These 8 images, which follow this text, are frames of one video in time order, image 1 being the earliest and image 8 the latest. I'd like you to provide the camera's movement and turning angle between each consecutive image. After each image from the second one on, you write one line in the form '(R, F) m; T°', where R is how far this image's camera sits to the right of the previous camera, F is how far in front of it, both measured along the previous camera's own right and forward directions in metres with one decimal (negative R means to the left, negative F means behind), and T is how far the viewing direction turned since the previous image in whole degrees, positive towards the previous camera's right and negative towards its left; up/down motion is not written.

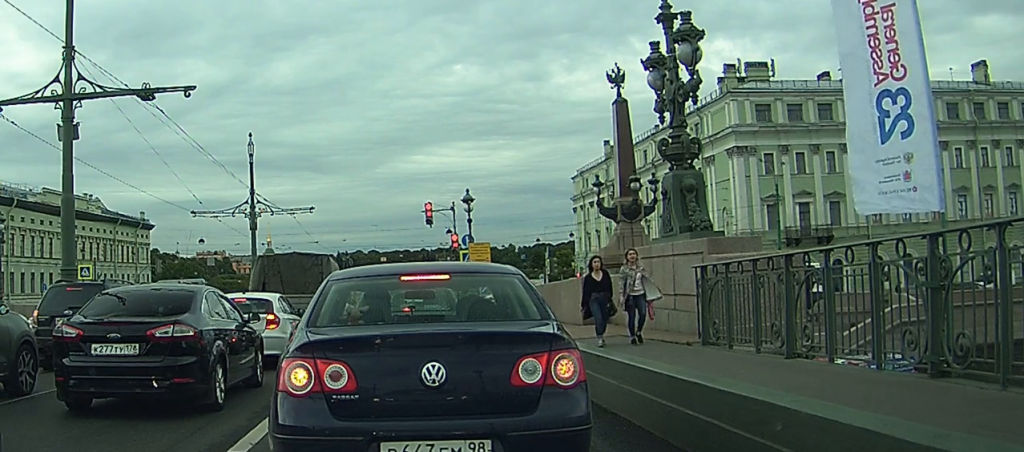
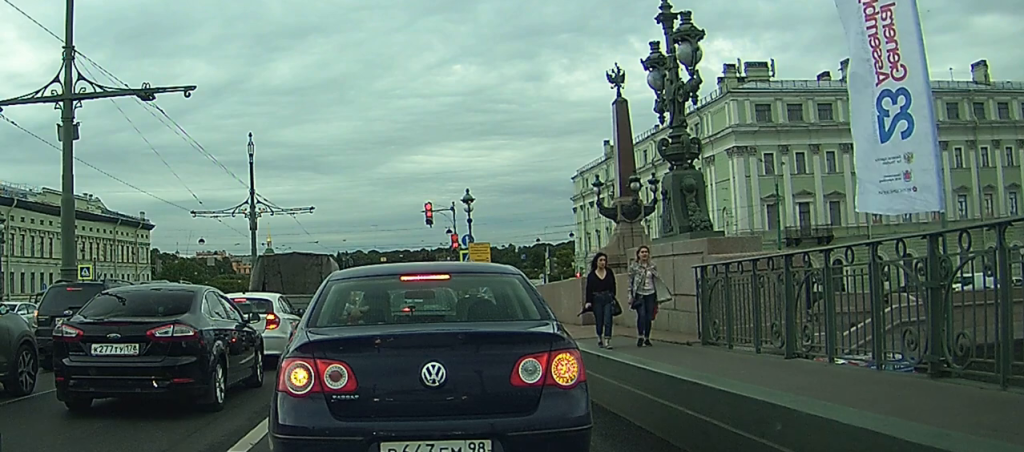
(0.0, 0.0) m; 0°
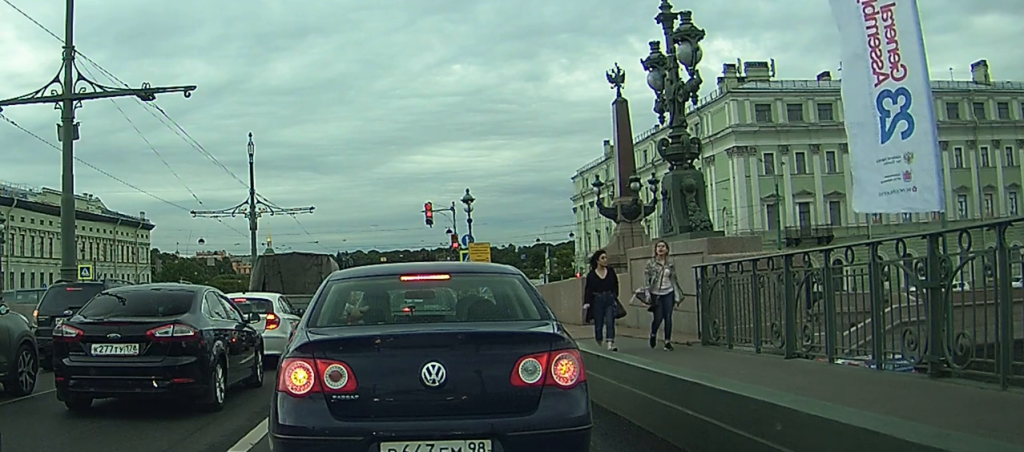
(0.0, 0.0) m; 0°
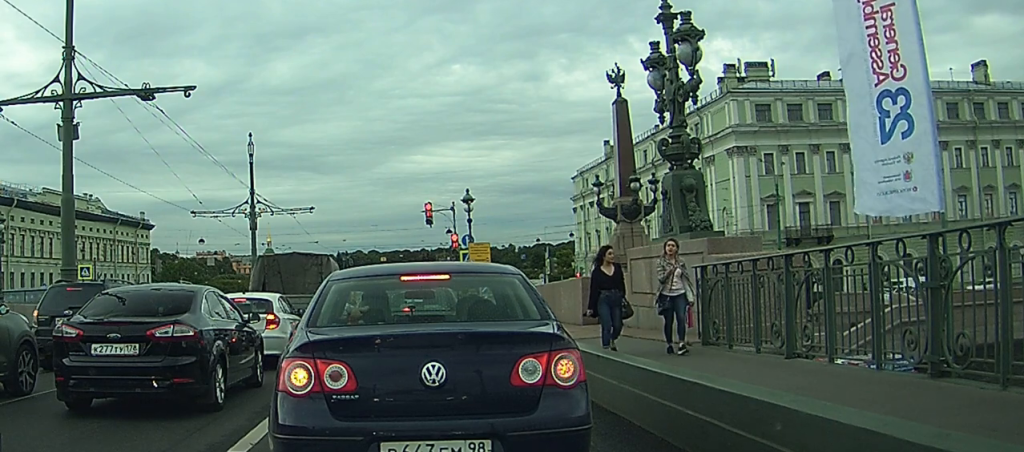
(0.0, 0.0) m; 0°
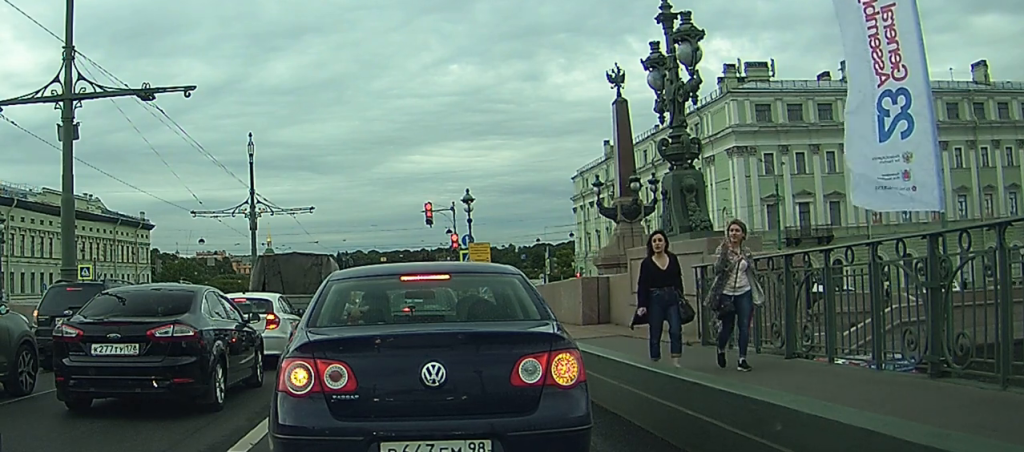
(-0.1, +0.1) m; 0°
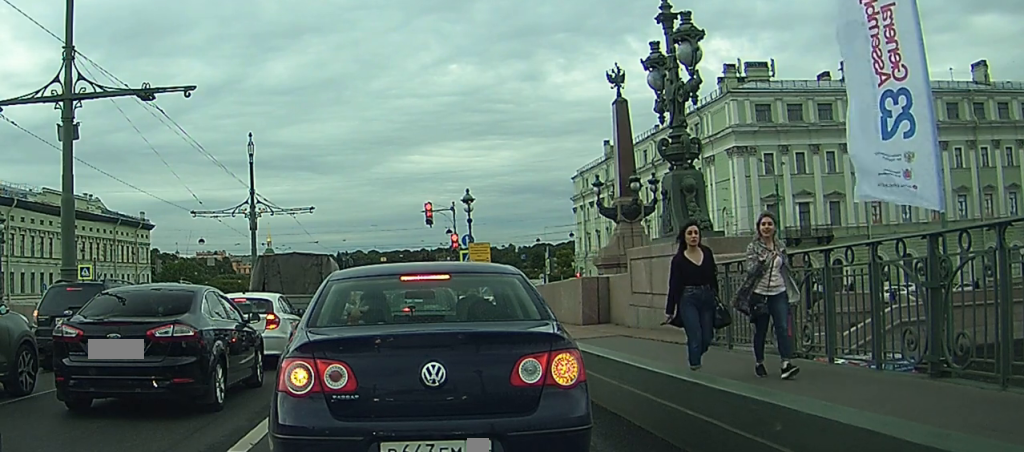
(-0.1, +0.2) m; 0°
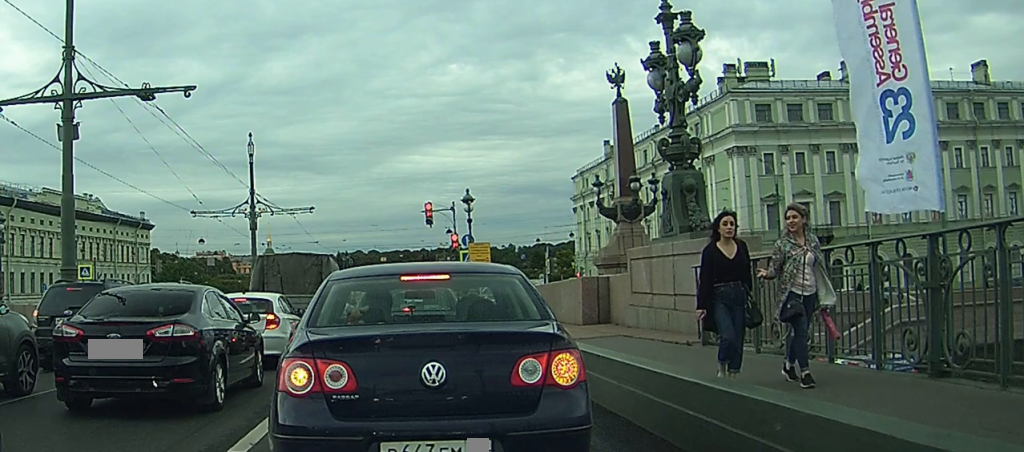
(-0.1, +0.1) m; 0°
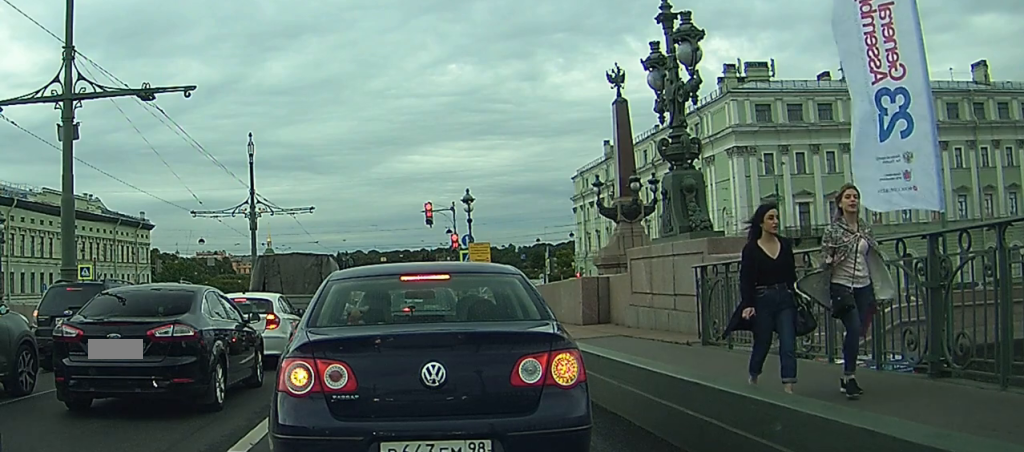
(-0.1, +0.2) m; 0°
